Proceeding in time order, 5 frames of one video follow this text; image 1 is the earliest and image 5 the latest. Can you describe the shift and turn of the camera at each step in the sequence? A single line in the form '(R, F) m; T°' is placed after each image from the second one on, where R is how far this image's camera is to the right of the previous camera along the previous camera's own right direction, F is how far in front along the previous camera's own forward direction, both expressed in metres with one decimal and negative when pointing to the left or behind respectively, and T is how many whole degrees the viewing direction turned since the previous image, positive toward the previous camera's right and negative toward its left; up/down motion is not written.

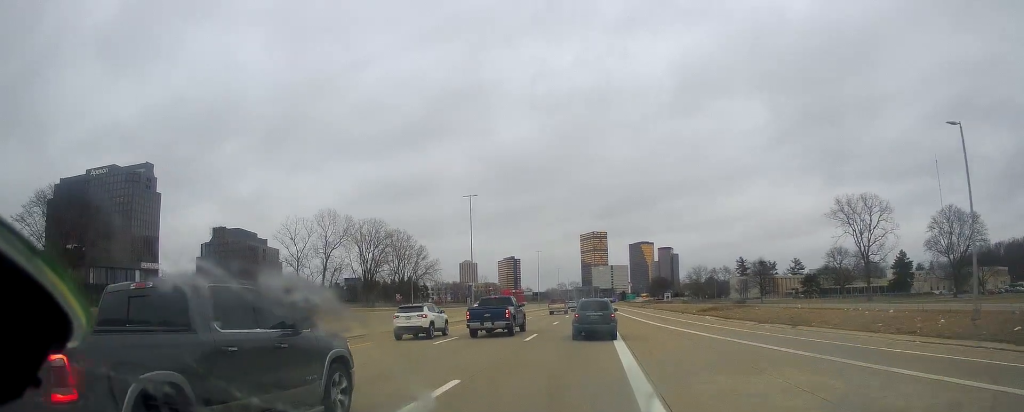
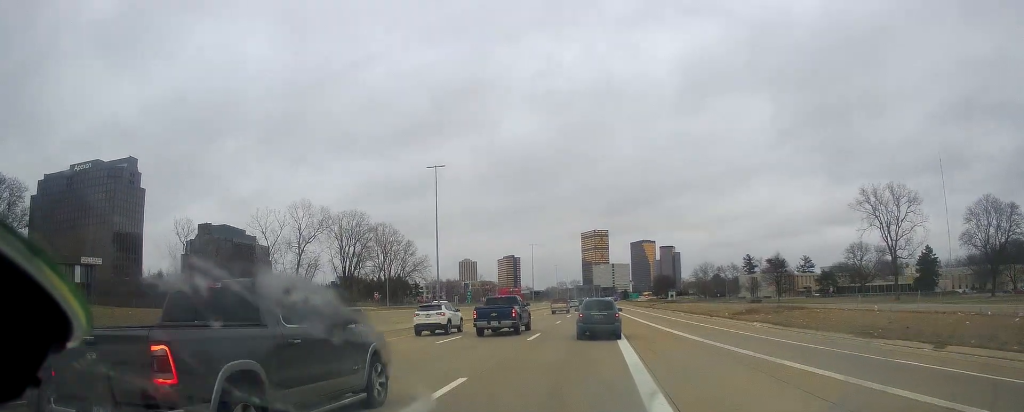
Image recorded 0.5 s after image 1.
(-0.3, +15.2) m; 0°
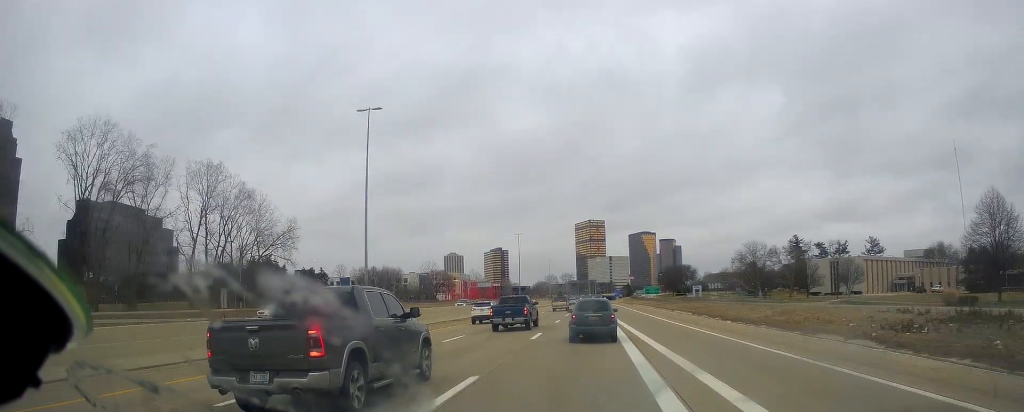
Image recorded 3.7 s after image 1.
(-0.3, +90.2) m; 0°
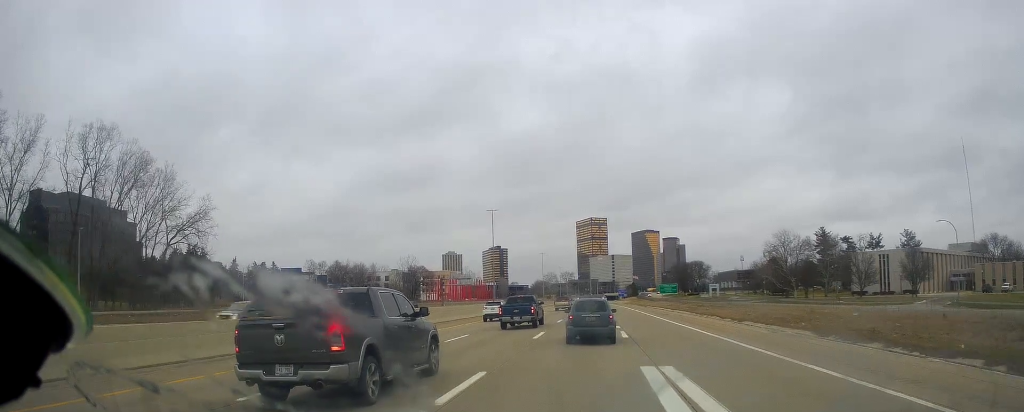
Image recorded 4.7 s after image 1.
(+0.4, +29.9) m; +1°
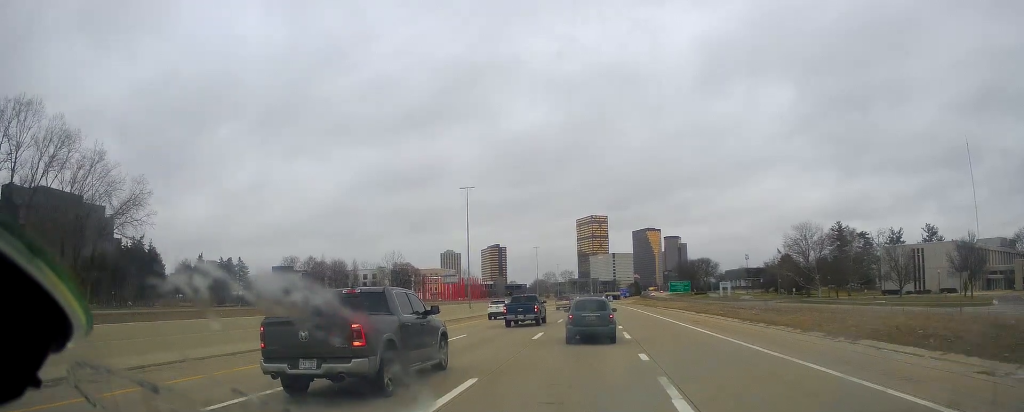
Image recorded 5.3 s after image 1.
(+0.1, +16.4) m; 0°
